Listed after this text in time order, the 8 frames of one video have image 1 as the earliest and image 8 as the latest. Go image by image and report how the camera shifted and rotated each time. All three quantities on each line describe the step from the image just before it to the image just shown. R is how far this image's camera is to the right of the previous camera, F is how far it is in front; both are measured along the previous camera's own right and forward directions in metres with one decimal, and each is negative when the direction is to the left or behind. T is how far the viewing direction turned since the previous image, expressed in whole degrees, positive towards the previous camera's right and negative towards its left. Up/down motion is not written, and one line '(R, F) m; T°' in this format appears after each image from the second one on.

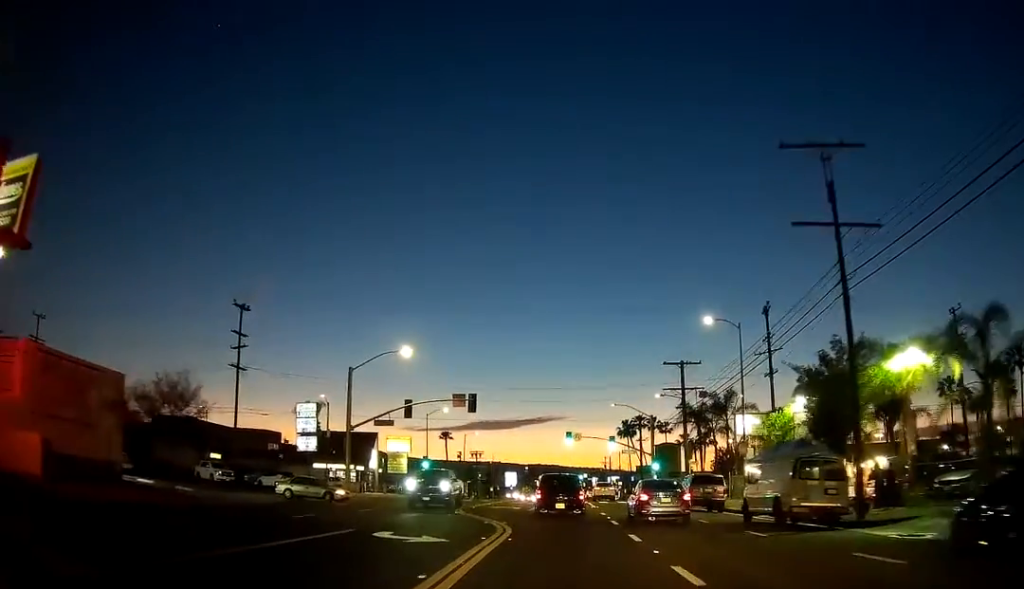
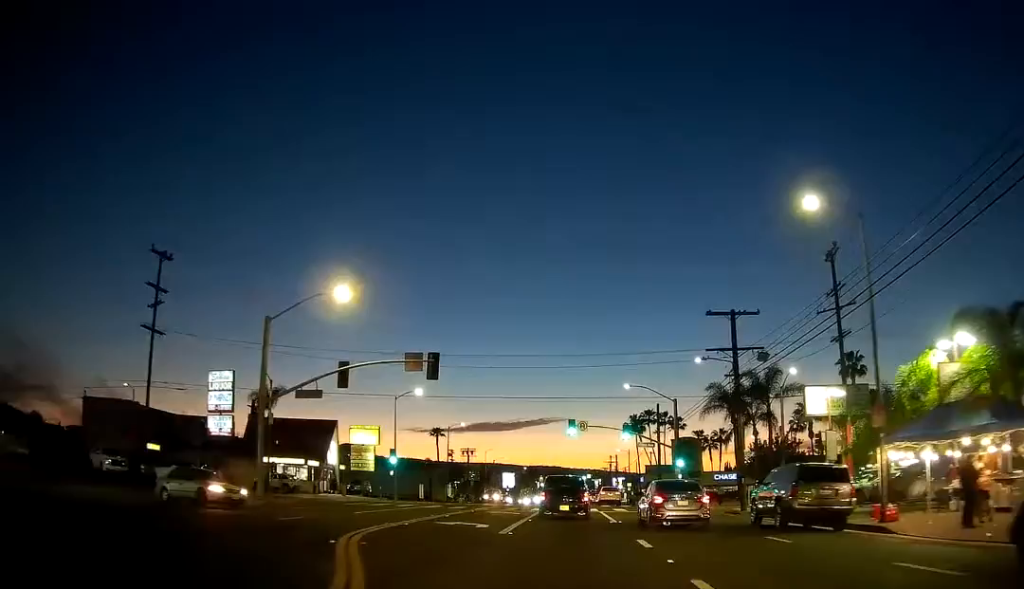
(+0.3, +17.7) m; +1°
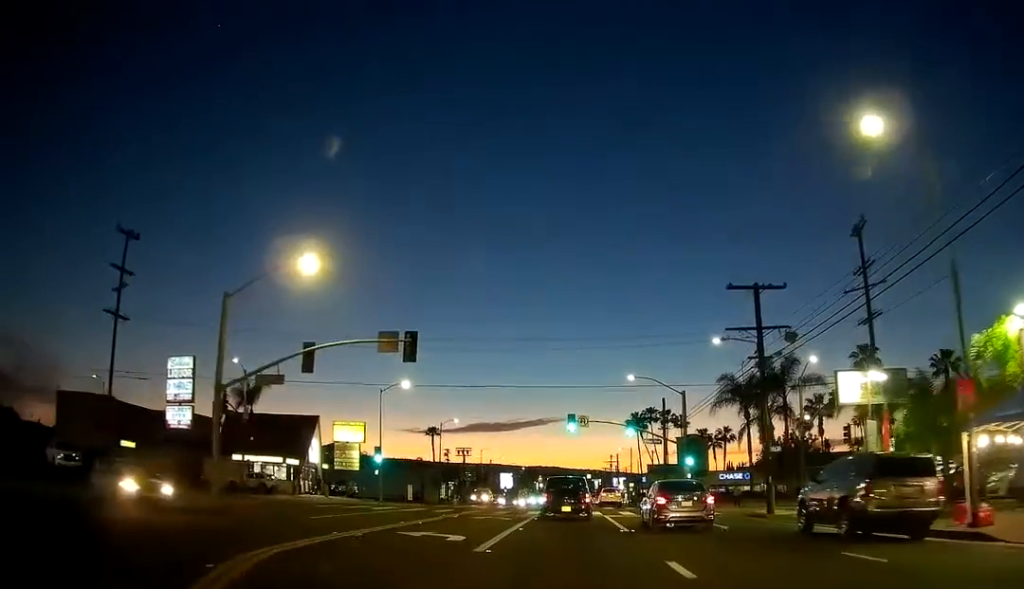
(0.0, +5.2) m; 0°
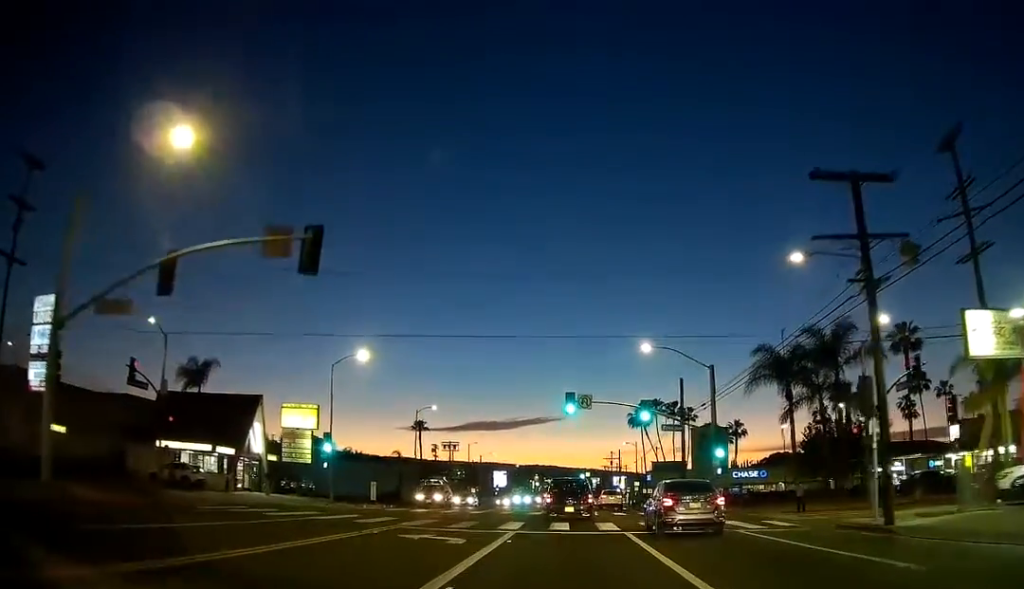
(-0.1, +12.9) m; 0°
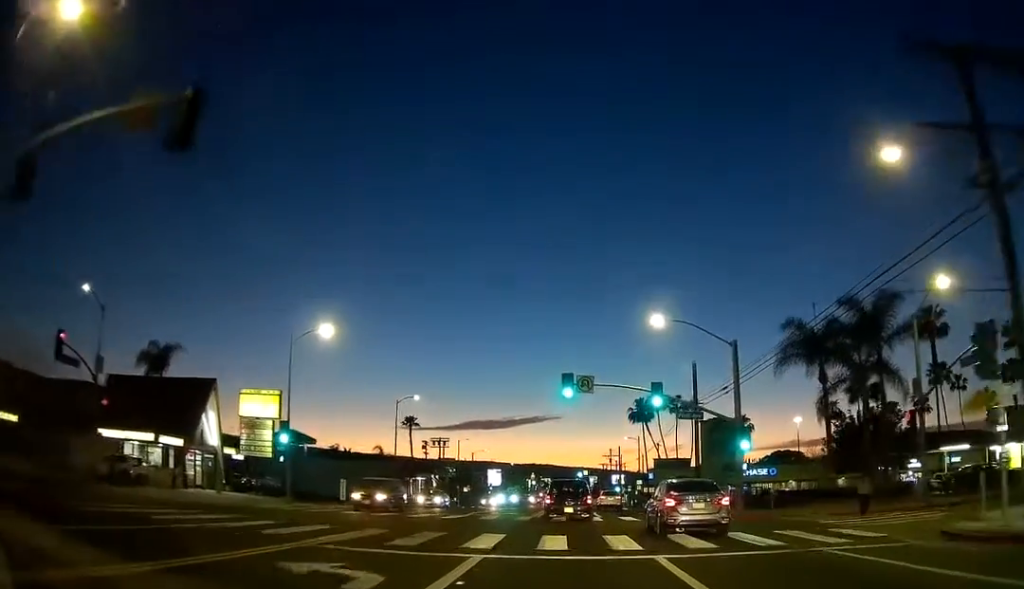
(0.0, +7.3) m; 0°
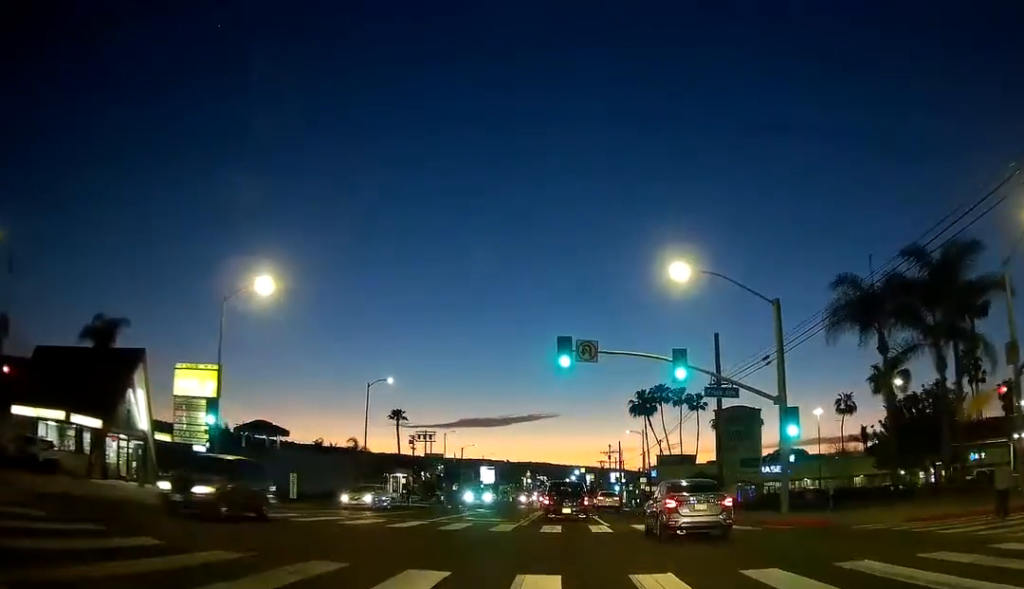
(+0.1, +9.4) m; 0°
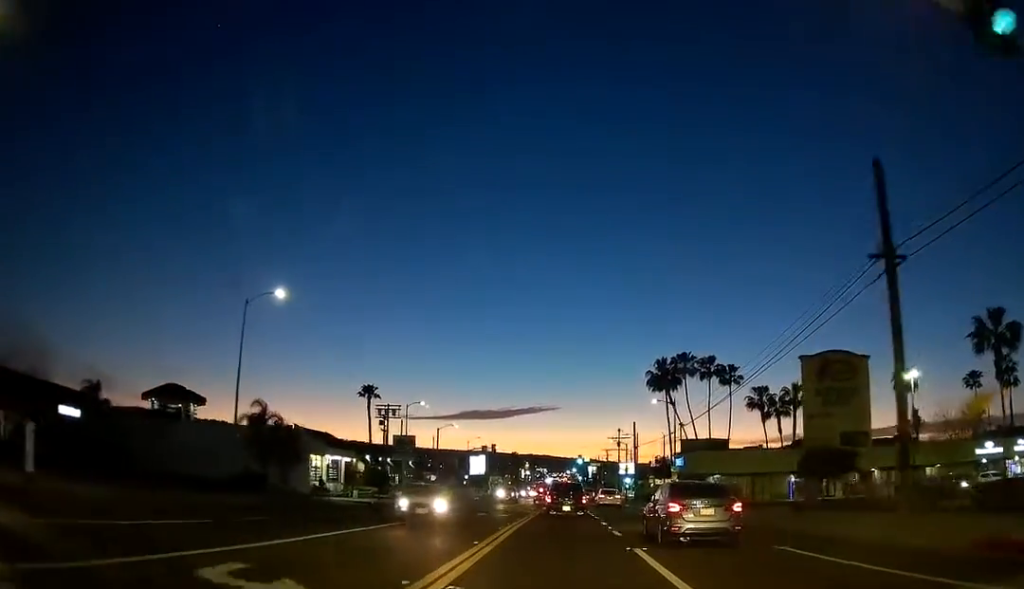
(-0.2, +24.4) m; 0°
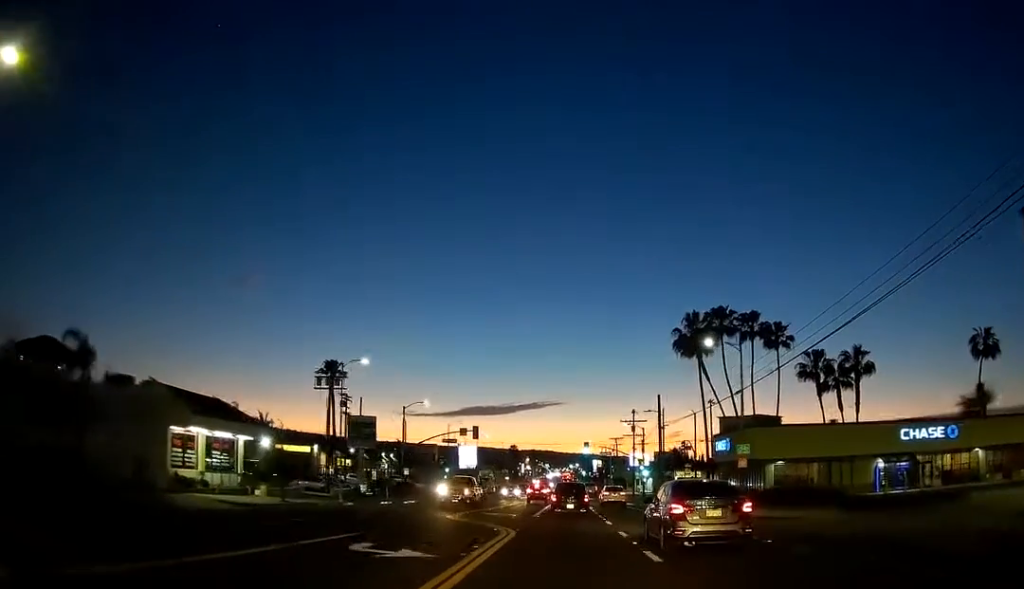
(+0.3, +22.3) m; +1°
